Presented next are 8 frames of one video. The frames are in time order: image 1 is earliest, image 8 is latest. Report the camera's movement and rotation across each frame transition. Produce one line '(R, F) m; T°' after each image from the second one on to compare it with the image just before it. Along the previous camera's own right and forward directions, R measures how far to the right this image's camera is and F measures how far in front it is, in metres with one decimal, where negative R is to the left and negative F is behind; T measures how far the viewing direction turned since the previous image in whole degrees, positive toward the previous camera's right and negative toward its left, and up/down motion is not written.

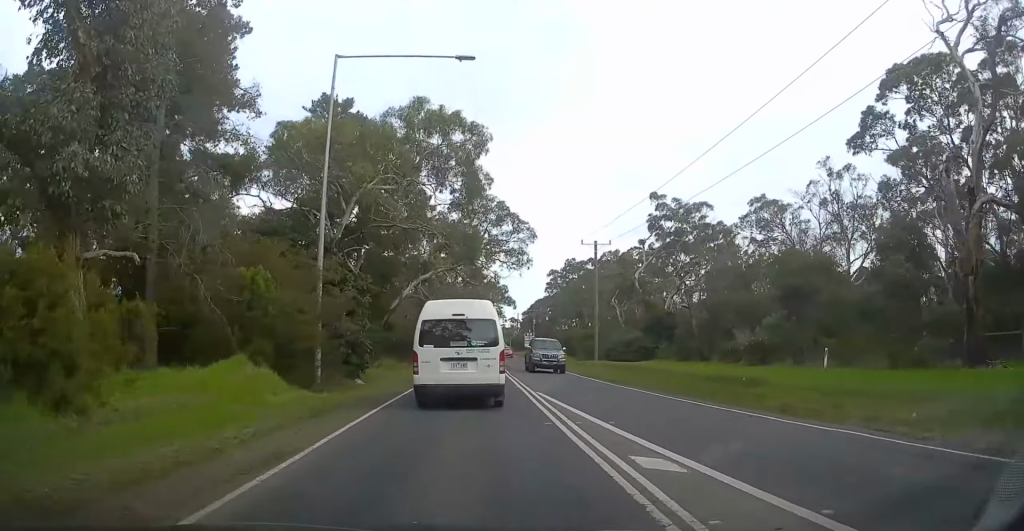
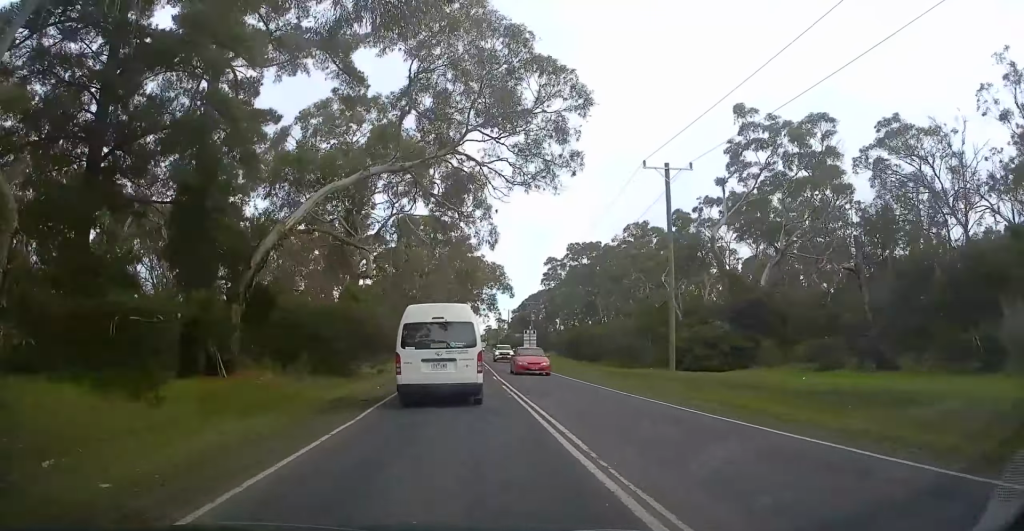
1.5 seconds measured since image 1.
(0.0, +24.3) m; +2°
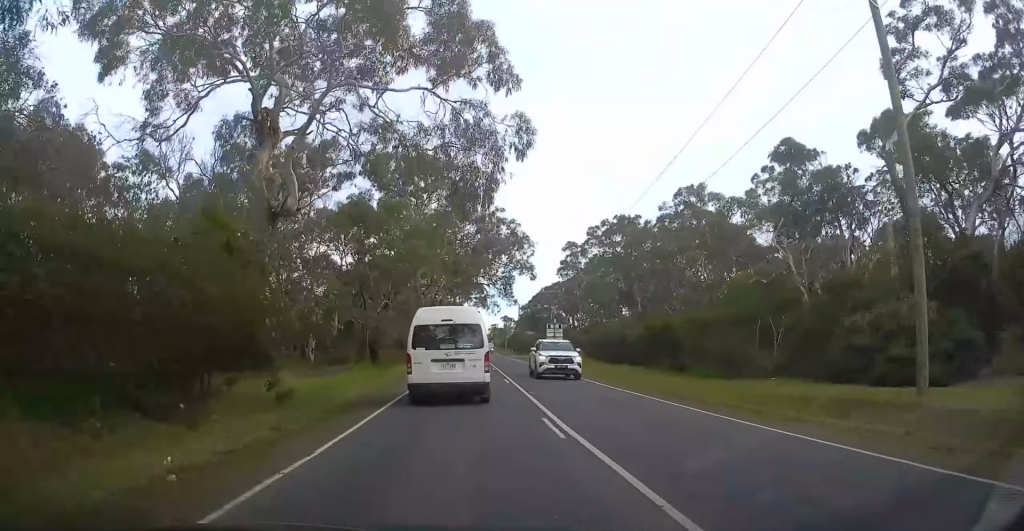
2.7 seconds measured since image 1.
(+0.4, +18.7) m; +2°
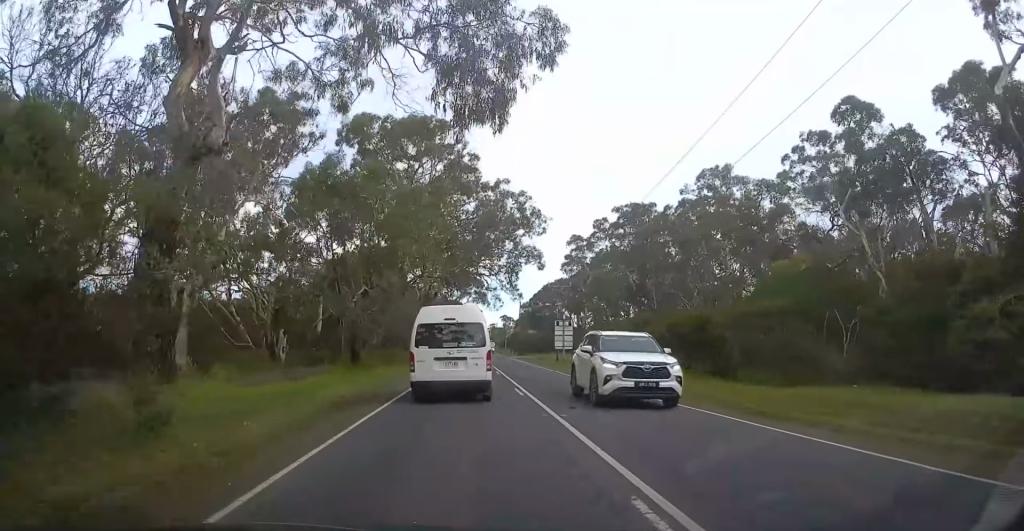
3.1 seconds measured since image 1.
(0.0, +6.7) m; -1°
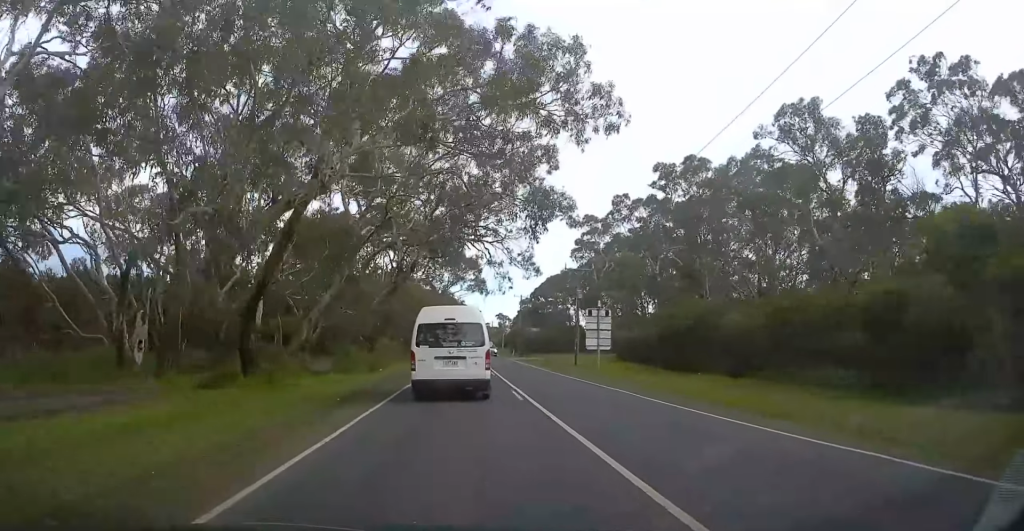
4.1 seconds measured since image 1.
(-0.3, +16.3) m; -2°
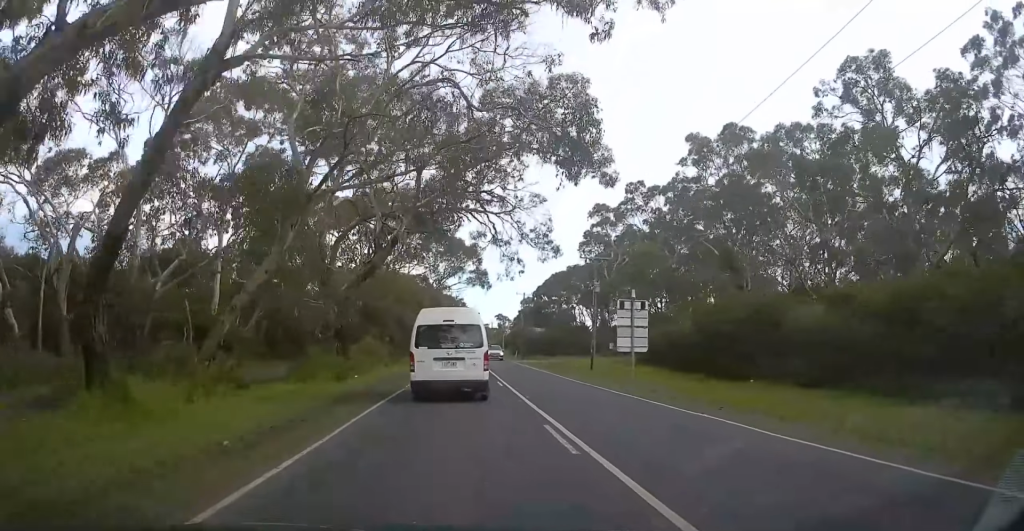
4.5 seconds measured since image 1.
(-0.3, +7.6) m; 0°
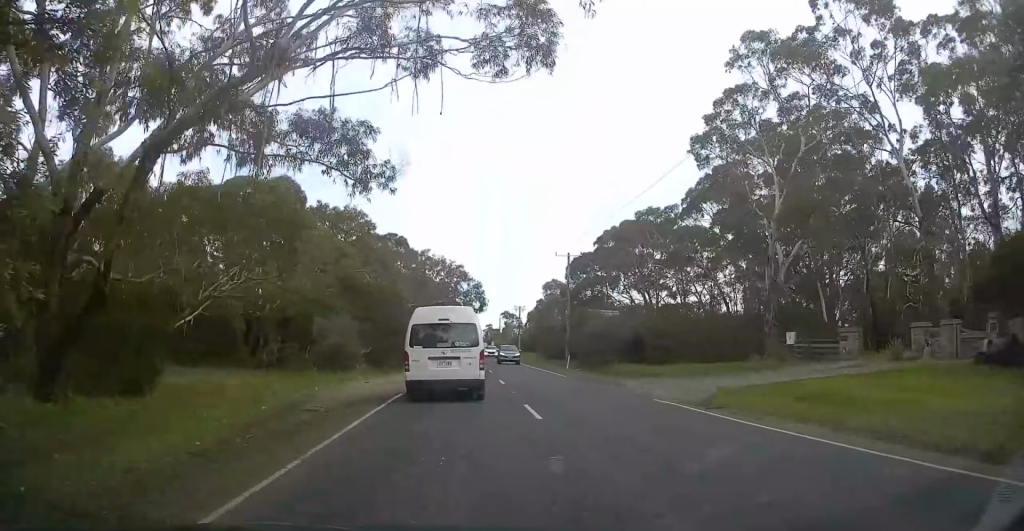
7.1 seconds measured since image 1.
(+2.1, +46.5) m; +2°
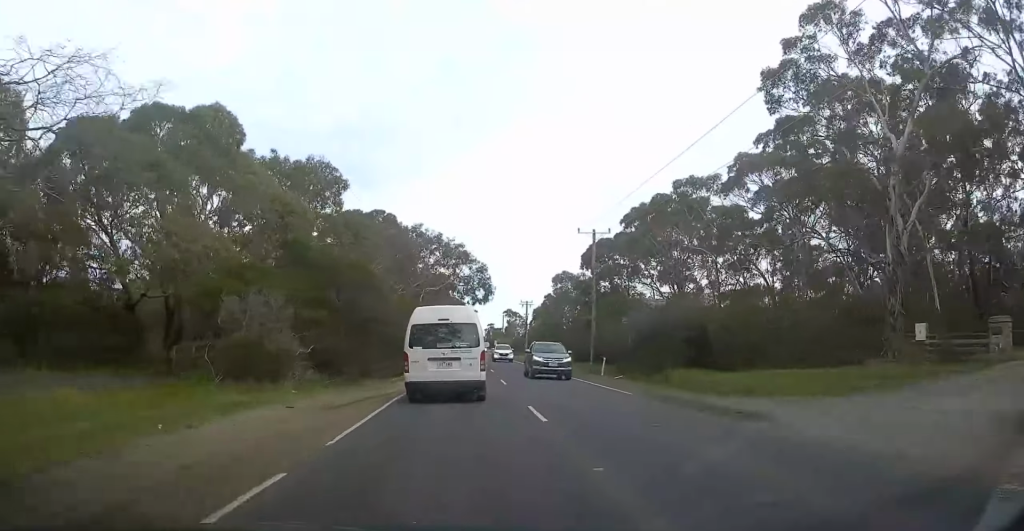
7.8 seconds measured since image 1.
(-0.3, +12.6) m; -1°
